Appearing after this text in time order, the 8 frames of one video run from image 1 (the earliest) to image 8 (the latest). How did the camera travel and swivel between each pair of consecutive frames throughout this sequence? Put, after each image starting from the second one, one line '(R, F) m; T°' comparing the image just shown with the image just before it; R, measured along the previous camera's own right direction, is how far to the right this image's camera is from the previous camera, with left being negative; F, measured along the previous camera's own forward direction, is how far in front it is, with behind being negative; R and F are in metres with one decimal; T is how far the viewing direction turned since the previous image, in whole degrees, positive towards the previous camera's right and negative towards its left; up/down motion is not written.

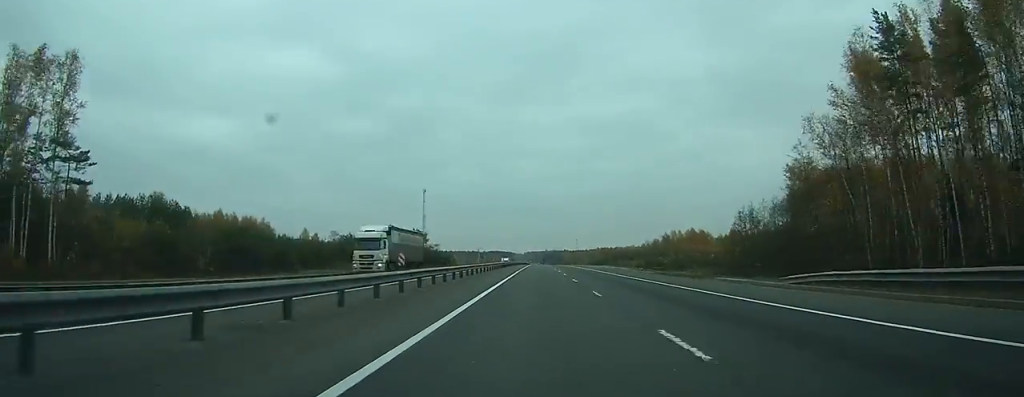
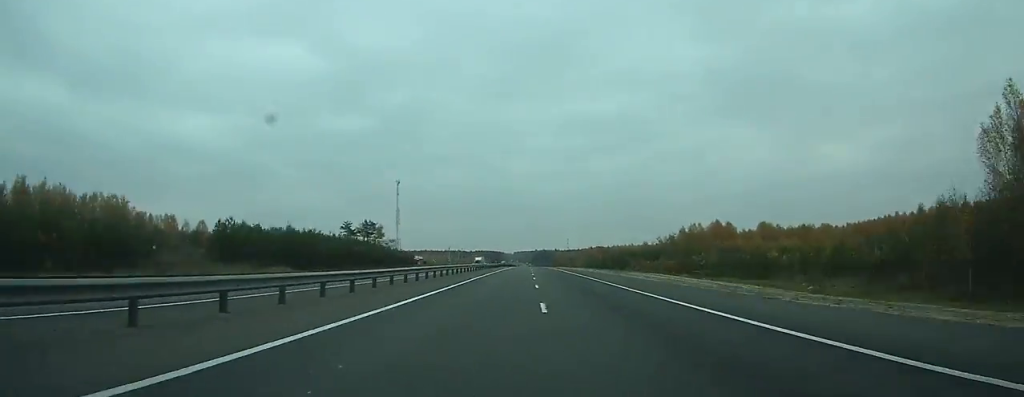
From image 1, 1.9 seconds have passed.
(+0.4, +51.5) m; +1°
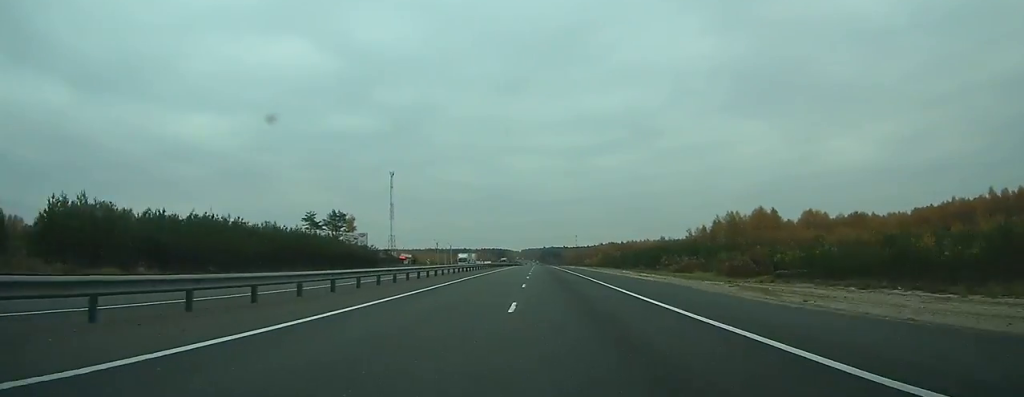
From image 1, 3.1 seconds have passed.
(+0.1, +37.6) m; 0°
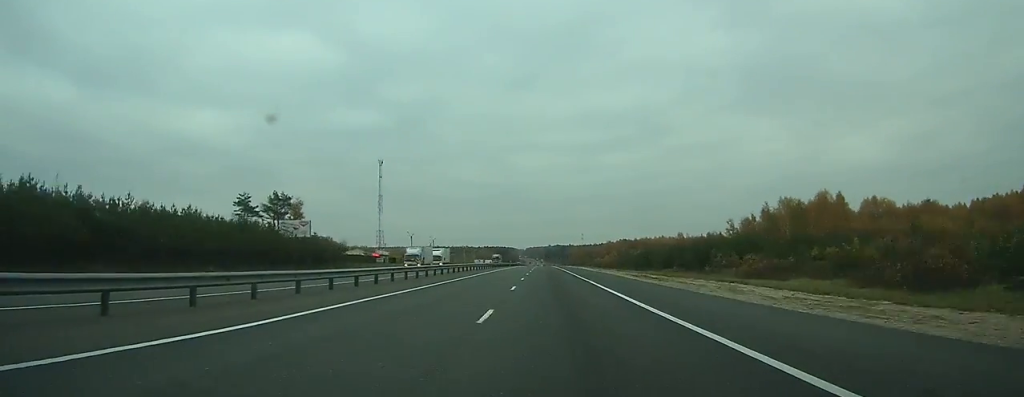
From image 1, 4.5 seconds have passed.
(+0.2, +41.5) m; 0°
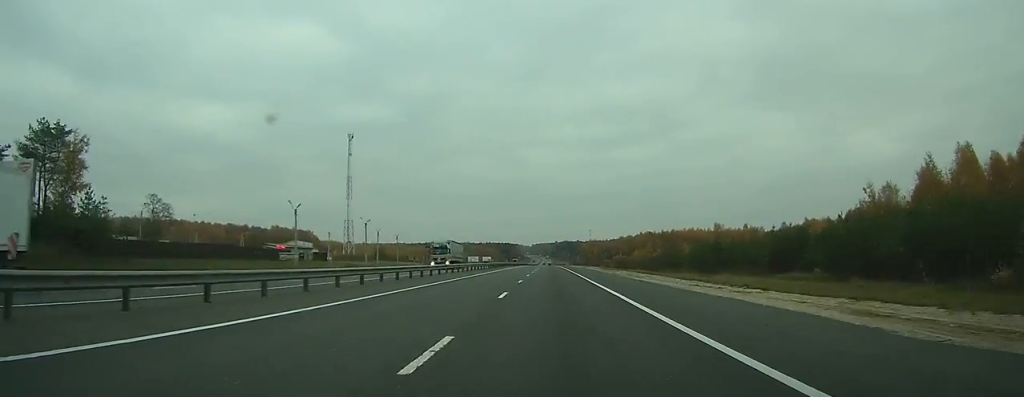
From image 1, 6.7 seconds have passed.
(-0.8, +68.8) m; -1°
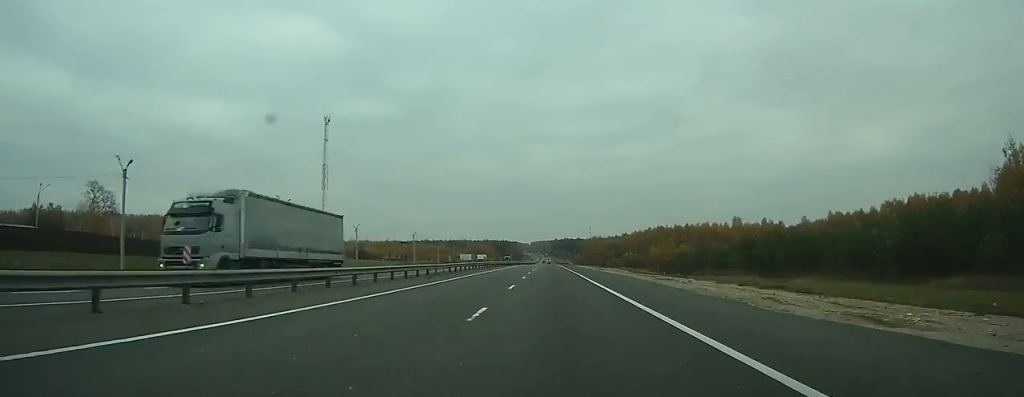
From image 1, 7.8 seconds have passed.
(-0.1, +30.8) m; 0°
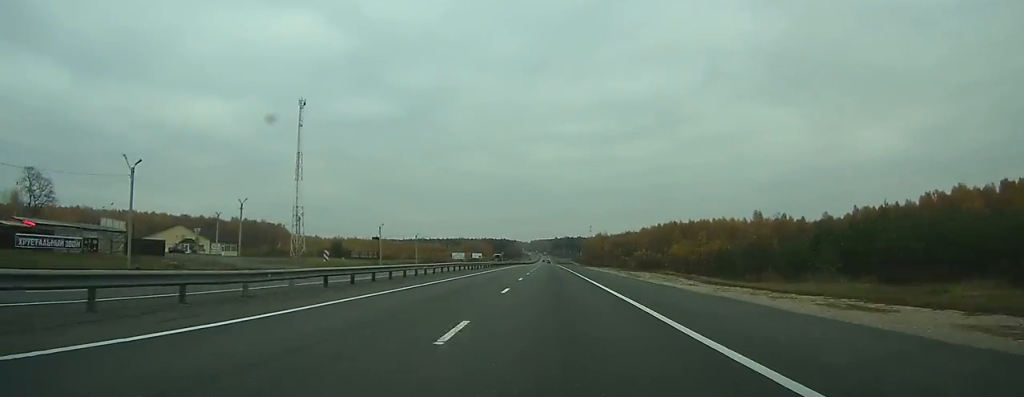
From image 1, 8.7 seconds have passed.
(0.0, +26.9) m; 0°
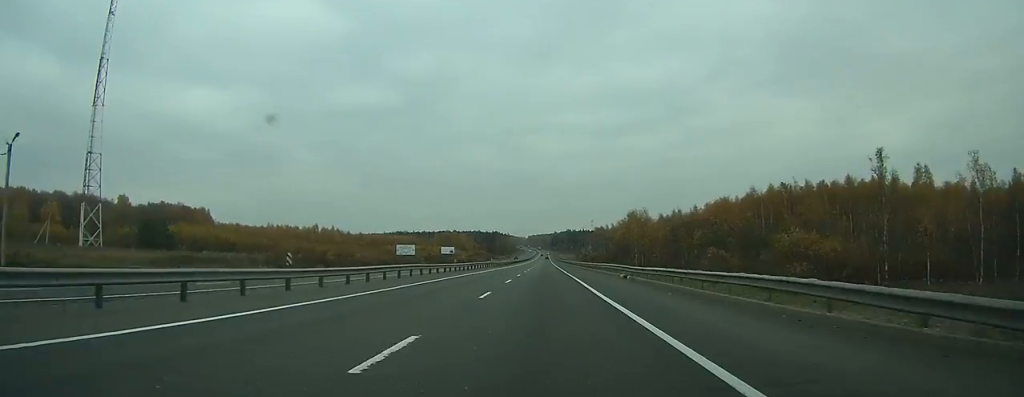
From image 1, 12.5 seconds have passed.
(-0.4, +111.7) m; 0°
